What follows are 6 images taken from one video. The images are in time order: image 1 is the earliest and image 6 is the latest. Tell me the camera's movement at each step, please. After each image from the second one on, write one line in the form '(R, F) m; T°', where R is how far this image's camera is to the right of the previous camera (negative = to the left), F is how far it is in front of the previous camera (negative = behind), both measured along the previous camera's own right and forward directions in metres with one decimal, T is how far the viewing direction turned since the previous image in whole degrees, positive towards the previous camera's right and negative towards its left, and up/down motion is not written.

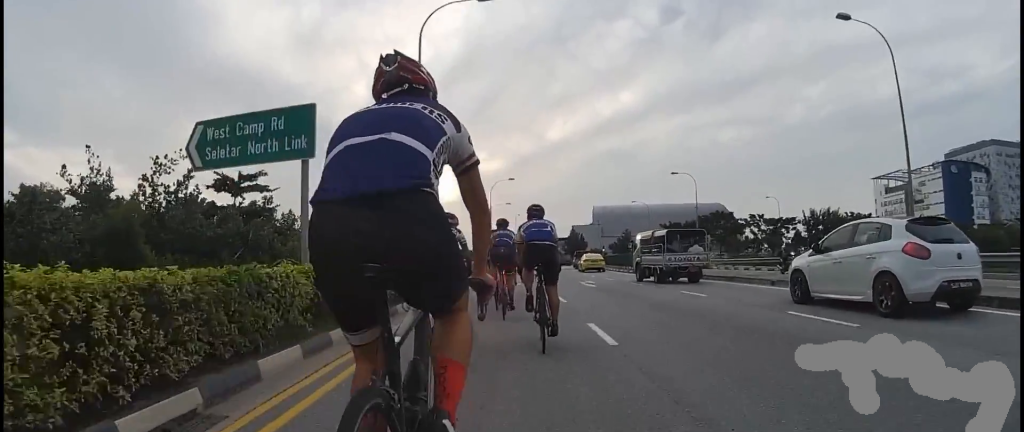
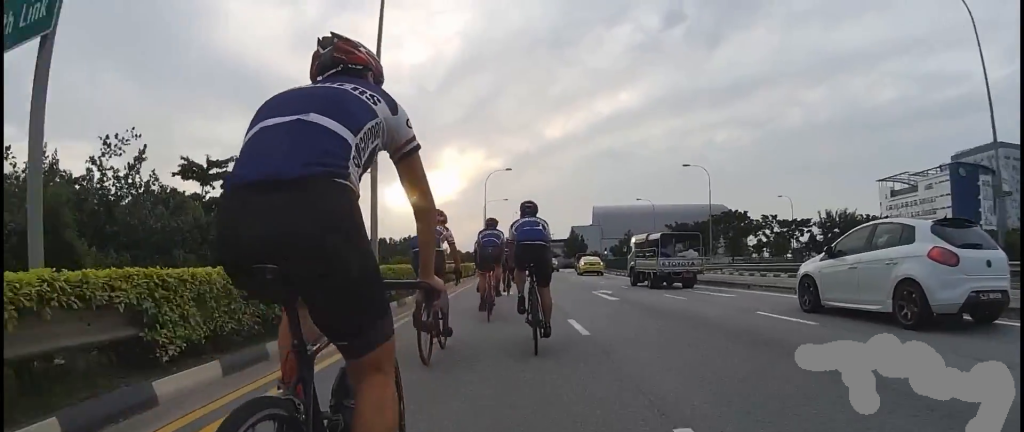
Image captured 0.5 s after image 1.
(+0.7, +5.2) m; 0°
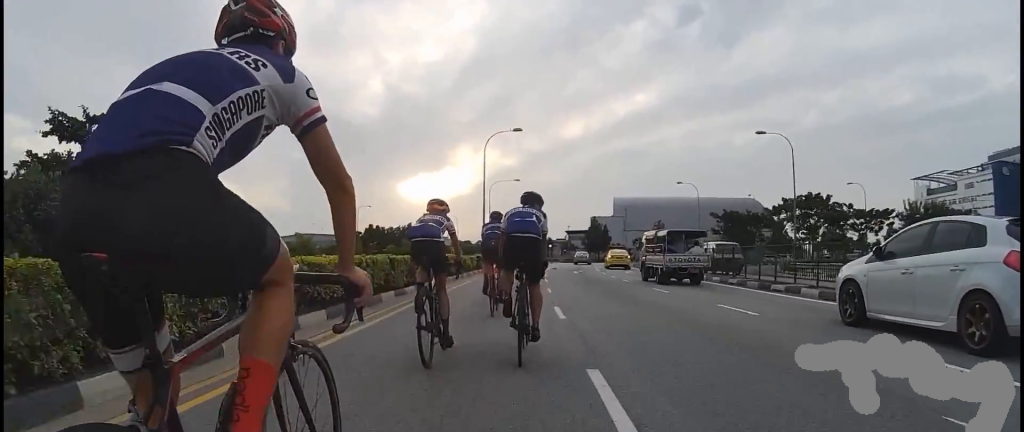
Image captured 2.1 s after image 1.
(-1.5, +15.7) m; -5°
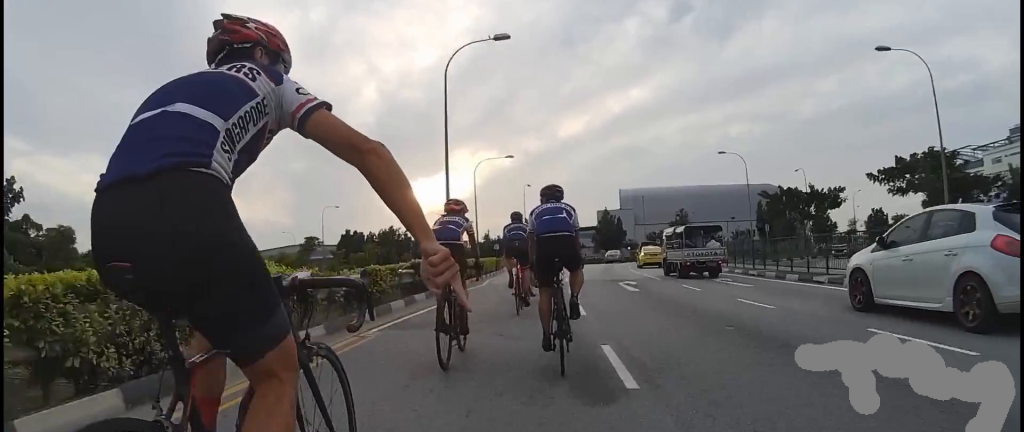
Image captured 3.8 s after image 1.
(+1.8, +16.2) m; +10°
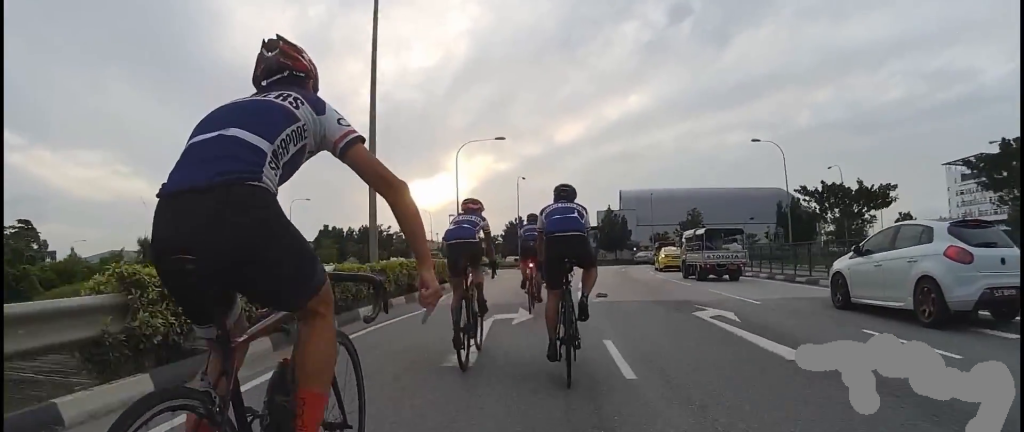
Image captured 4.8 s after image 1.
(-0.4, +9.0) m; 0°
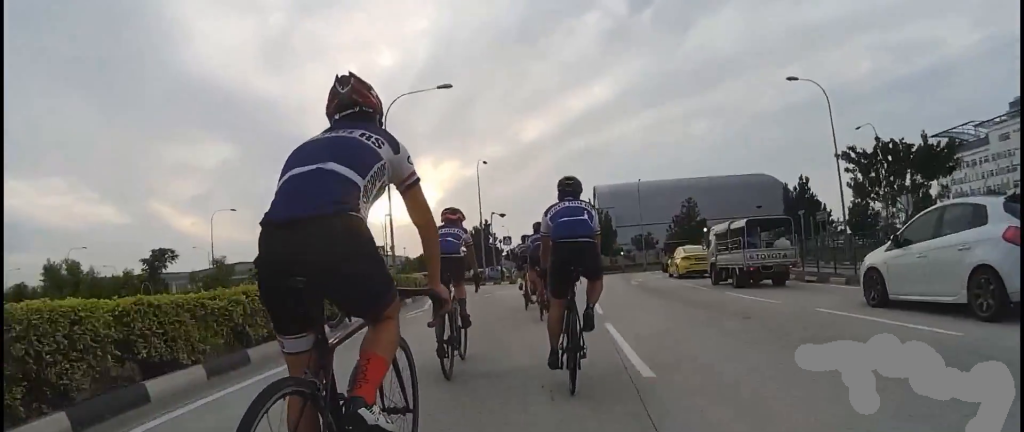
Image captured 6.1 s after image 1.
(+0.2, +11.8) m; +2°
